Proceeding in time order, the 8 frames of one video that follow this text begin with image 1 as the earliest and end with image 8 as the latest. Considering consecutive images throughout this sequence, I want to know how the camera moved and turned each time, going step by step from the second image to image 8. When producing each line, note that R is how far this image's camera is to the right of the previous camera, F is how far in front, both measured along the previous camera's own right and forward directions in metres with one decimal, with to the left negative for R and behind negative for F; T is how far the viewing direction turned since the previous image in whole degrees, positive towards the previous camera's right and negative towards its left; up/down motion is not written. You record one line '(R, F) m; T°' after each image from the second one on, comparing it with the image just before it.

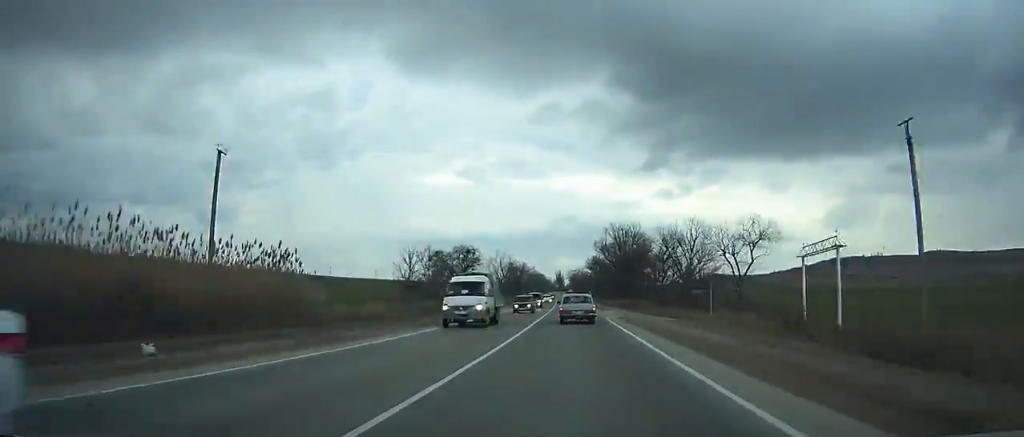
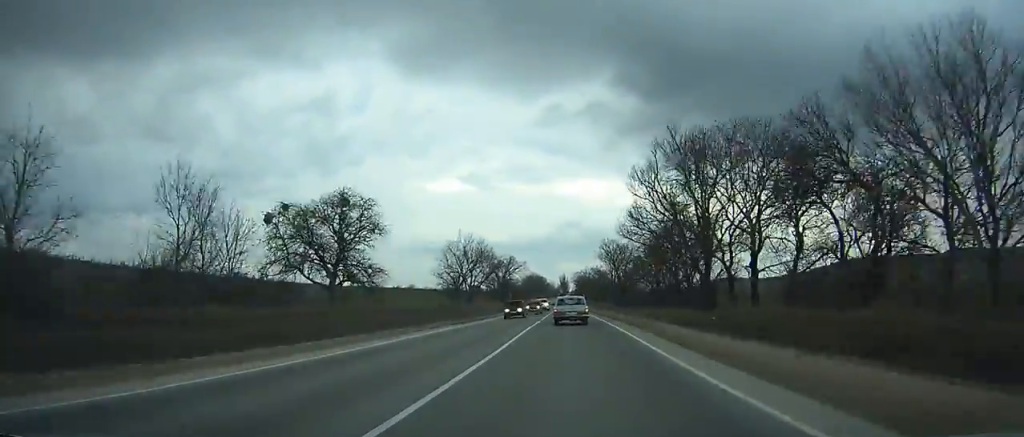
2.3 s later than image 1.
(-0.7, +54.0) m; -1°
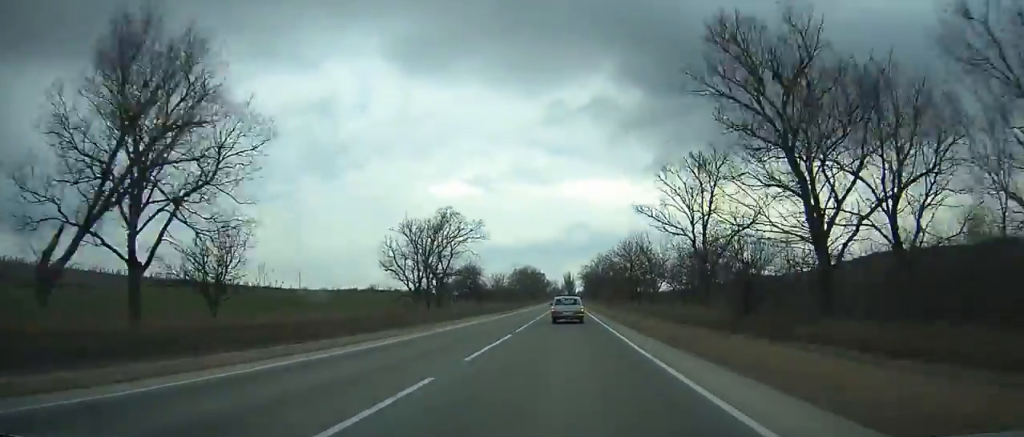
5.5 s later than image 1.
(-0.5, +75.7) m; -1°
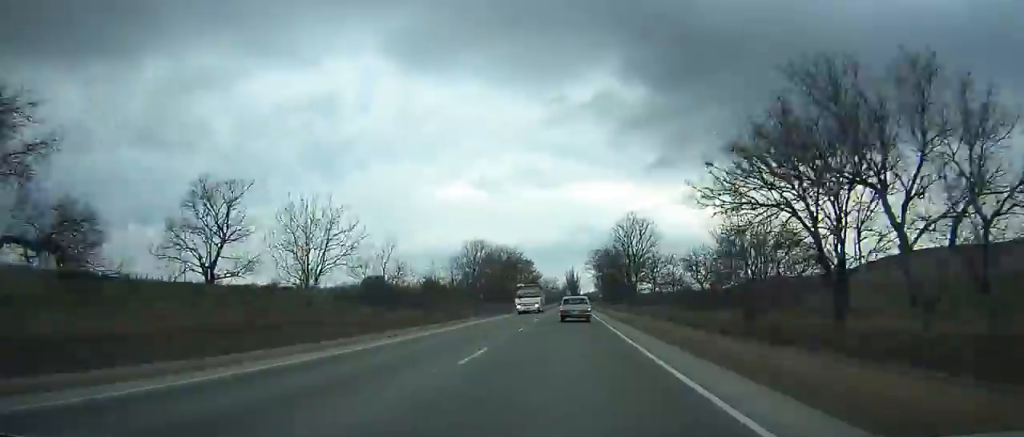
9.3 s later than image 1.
(-0.4, +90.4) m; 0°
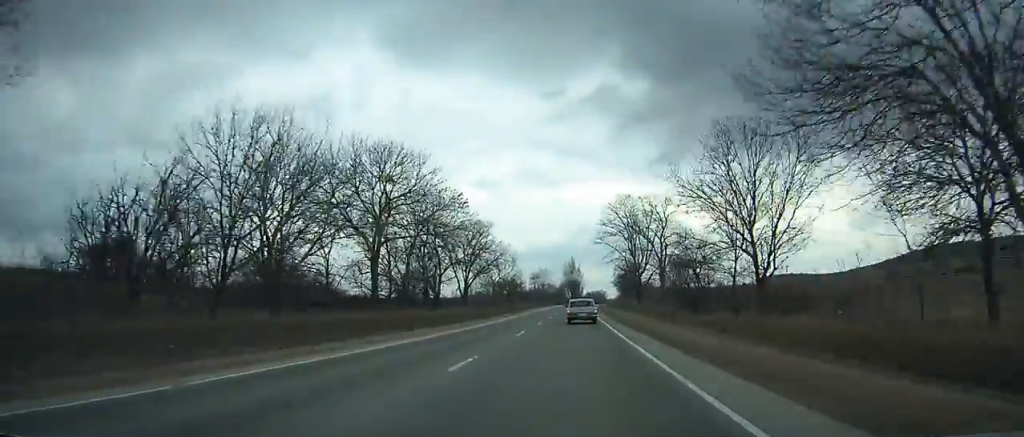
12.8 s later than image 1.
(+0.2, +83.9) m; 0°
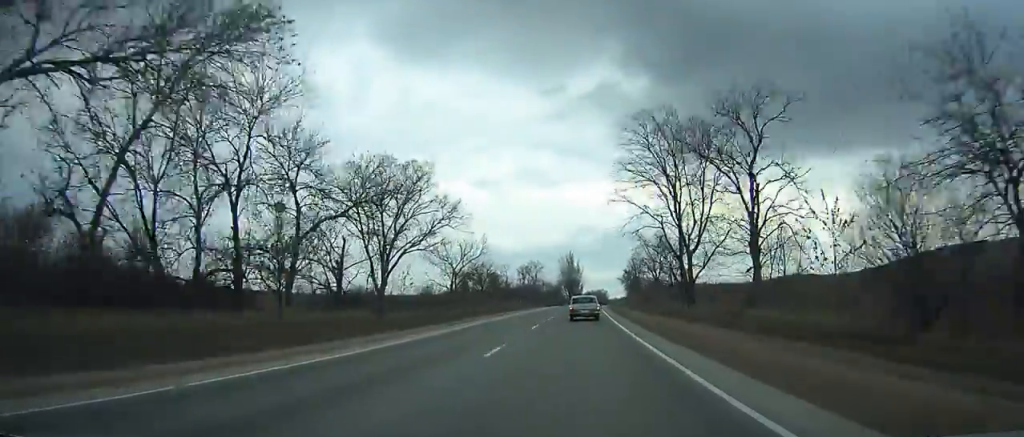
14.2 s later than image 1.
(+0.1, +33.9) m; +1°
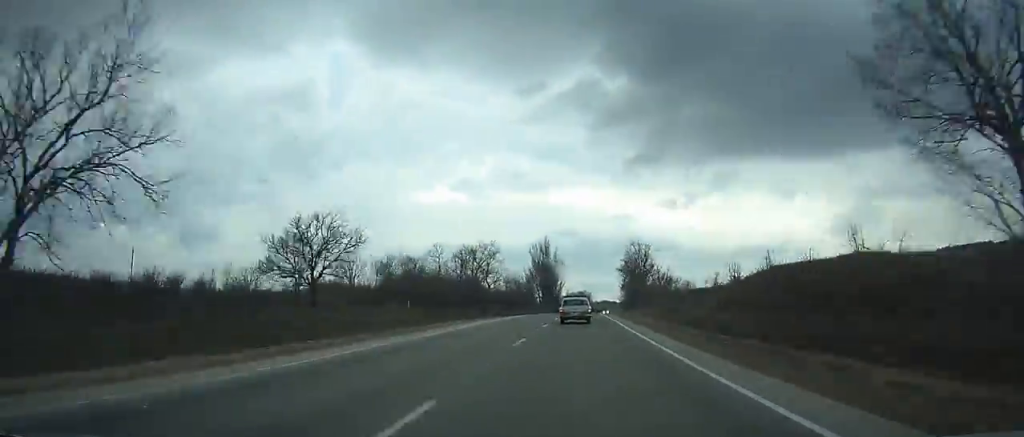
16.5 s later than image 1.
(+0.2, +55.9) m; +2°
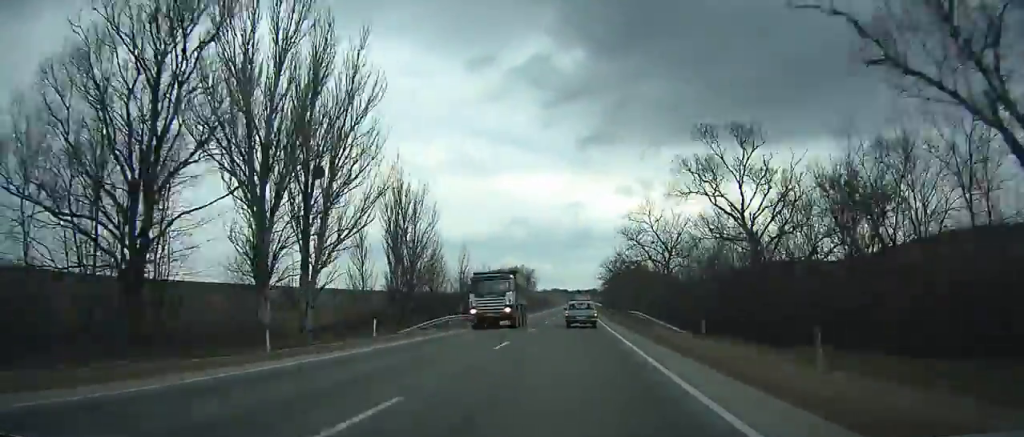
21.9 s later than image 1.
(+6.0, +136.1) m; +4°
